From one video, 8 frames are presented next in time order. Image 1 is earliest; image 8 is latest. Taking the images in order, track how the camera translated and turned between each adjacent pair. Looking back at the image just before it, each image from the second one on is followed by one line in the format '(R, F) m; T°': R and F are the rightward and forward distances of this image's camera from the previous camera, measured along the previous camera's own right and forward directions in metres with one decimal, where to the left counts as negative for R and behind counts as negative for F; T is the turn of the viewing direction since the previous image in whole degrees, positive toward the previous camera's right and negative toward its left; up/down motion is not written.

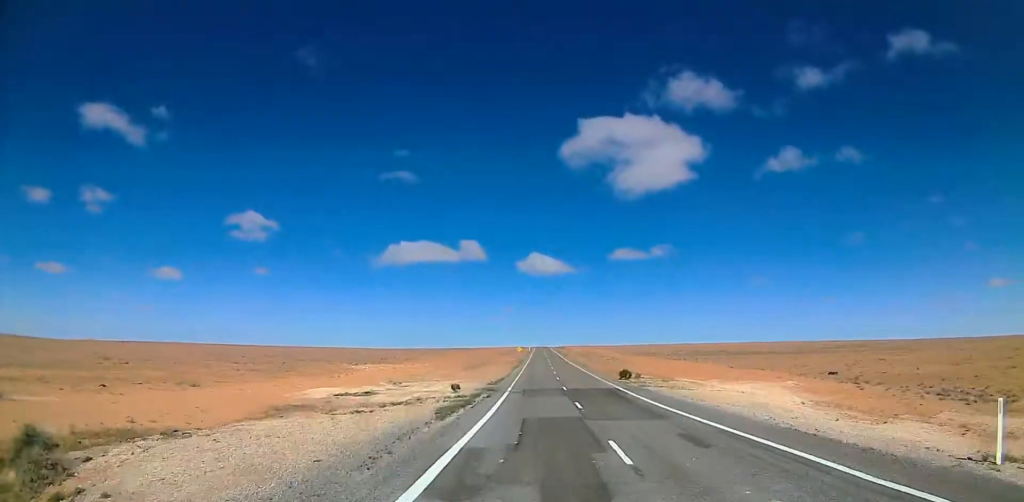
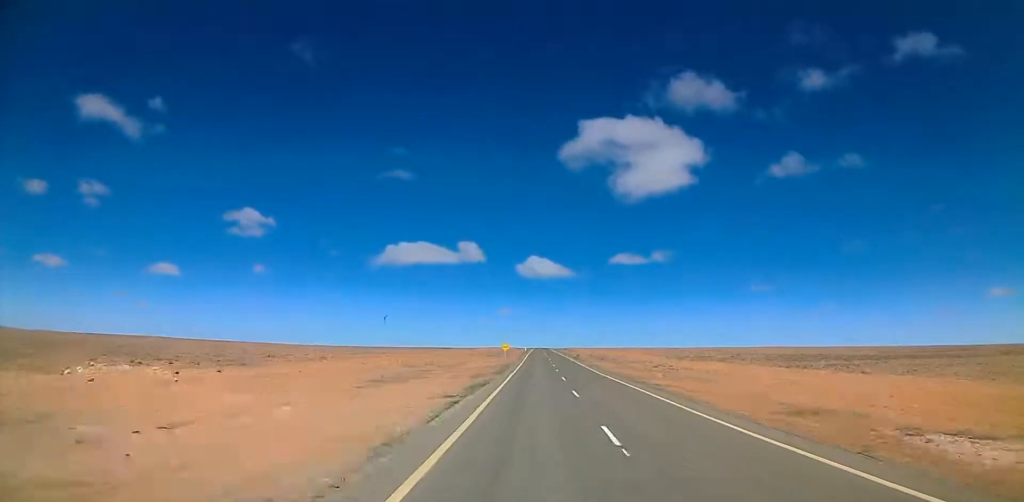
(+0.5, +49.1) m; 0°
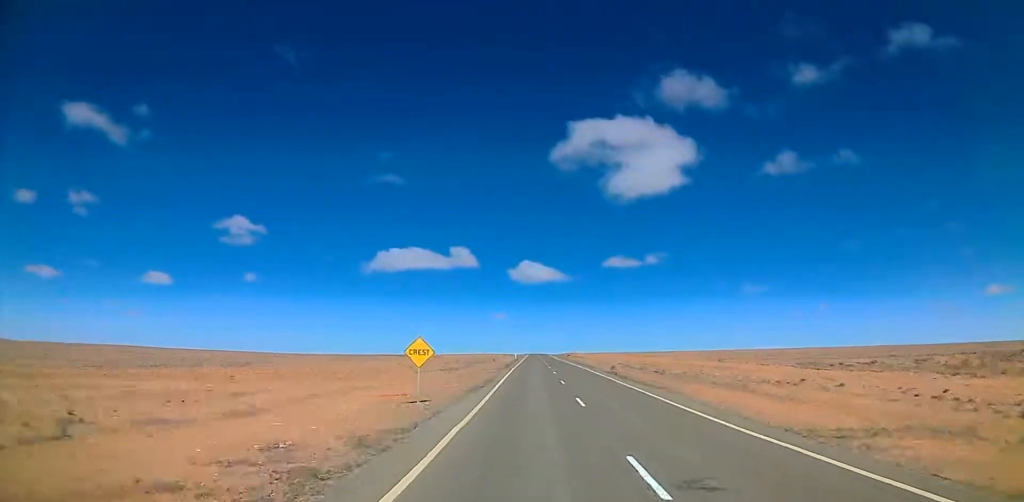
(+2.1, +48.7) m; +4°
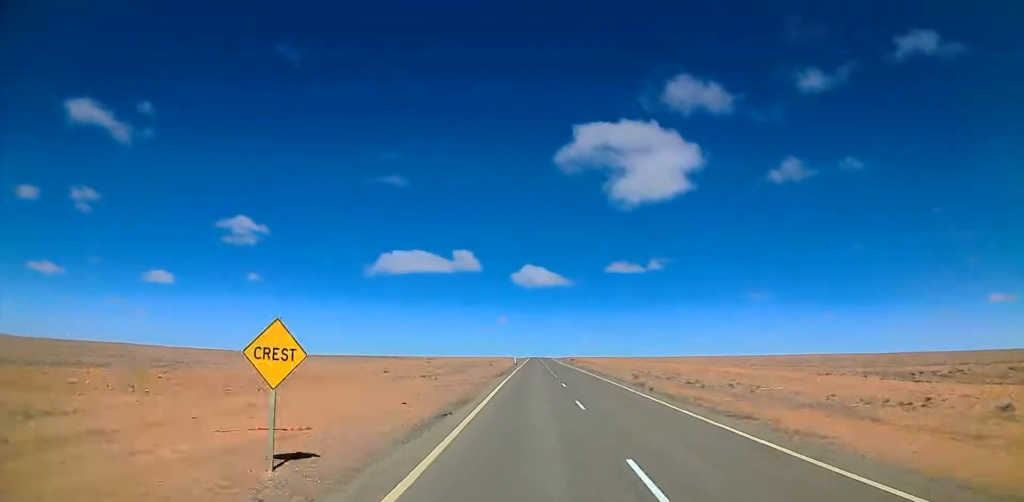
(-0.3, +10.2) m; -1°
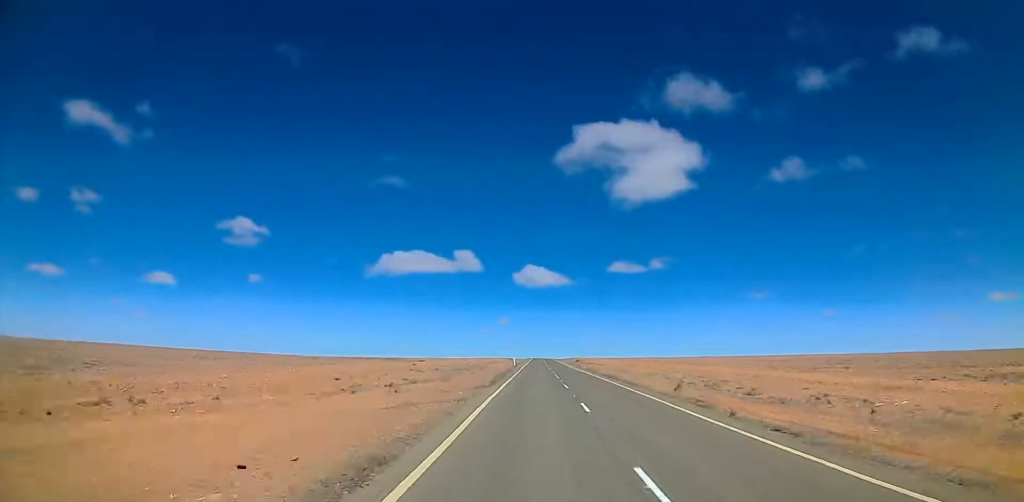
(-0.4, +10.8) m; -2°
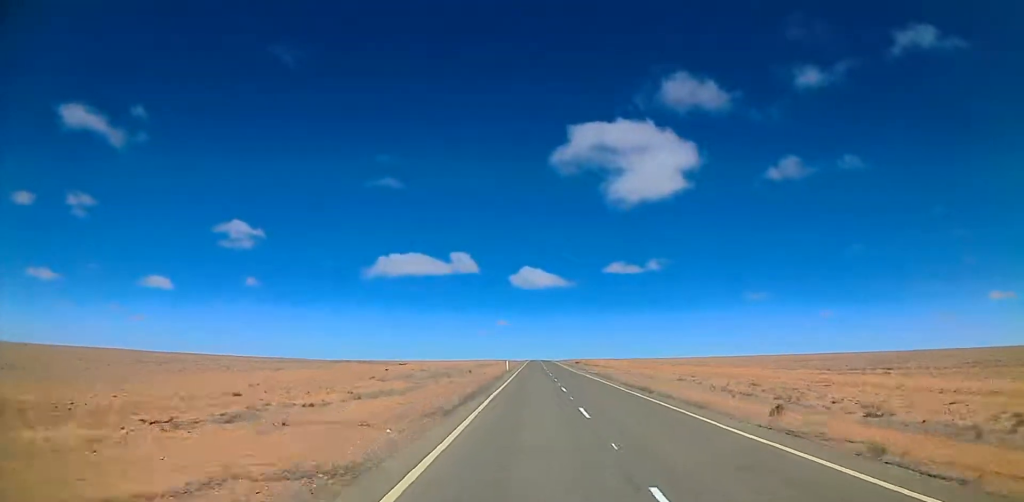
(-0.1, +11.8) m; 0°
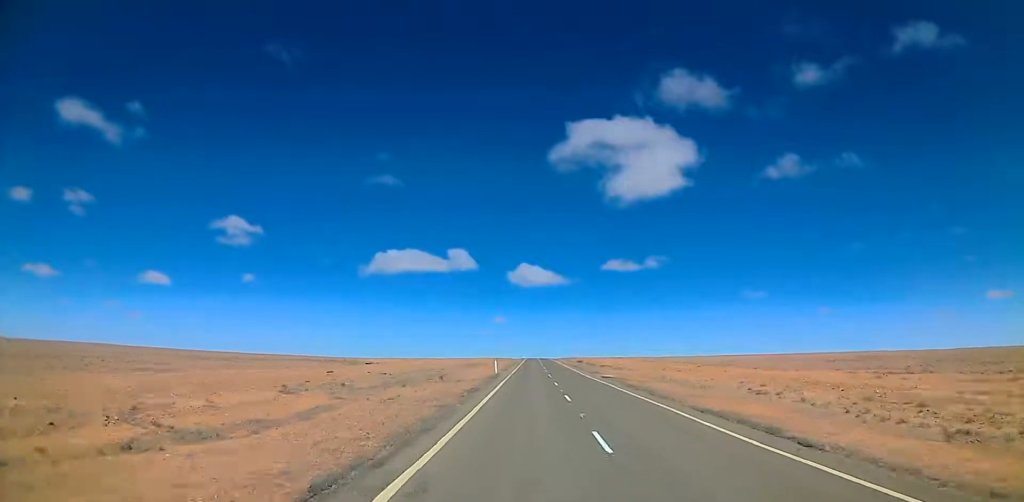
(0.0, +16.8) m; 0°
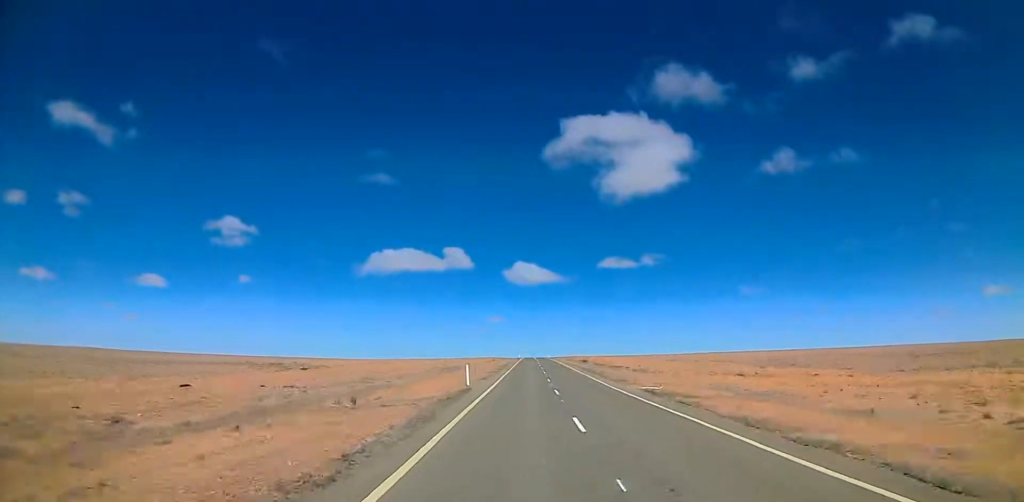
(+0.1, +21.2) m; 0°
